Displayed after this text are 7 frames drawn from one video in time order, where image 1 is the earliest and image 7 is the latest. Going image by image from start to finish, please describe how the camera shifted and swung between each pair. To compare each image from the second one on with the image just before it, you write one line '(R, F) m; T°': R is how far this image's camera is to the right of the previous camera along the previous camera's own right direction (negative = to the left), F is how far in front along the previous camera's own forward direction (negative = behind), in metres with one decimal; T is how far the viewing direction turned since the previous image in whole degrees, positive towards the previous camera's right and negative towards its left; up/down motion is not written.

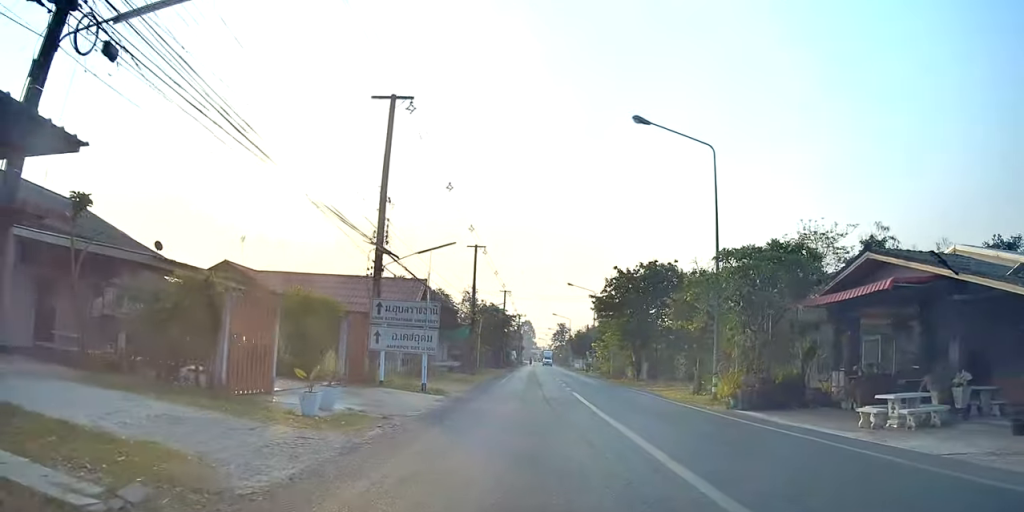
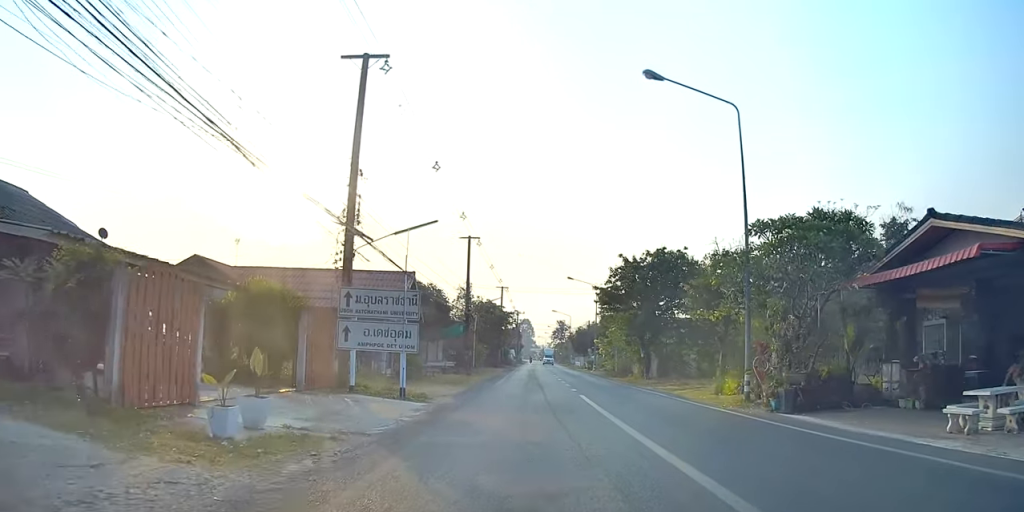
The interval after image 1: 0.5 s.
(+0.2, +3.3) m; +3°
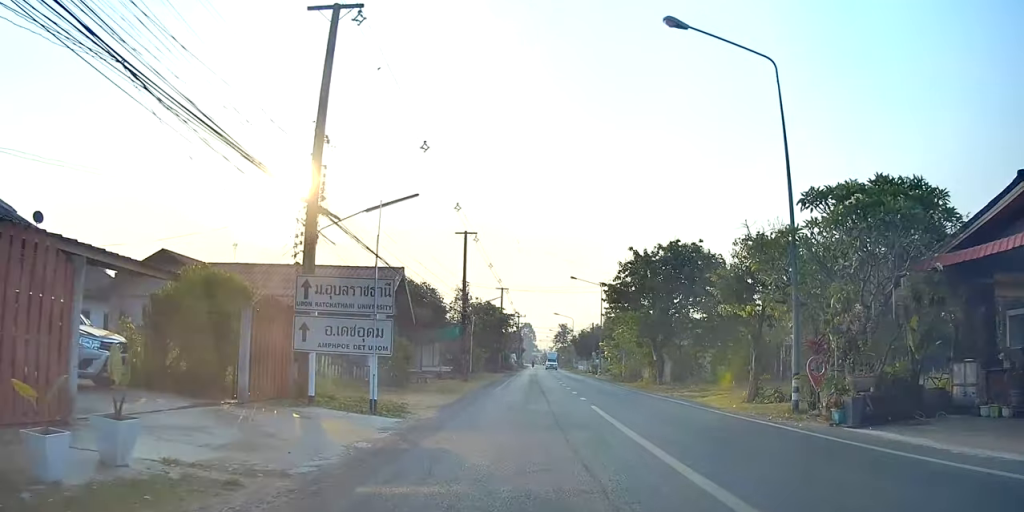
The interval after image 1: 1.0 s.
(+0.1, +3.2) m; +1°
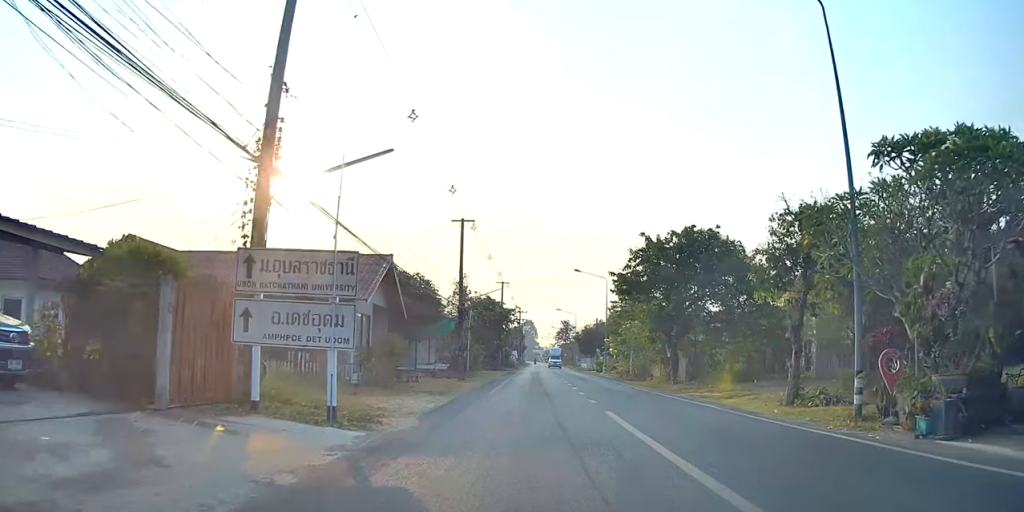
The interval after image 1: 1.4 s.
(0.0, +2.8) m; 0°
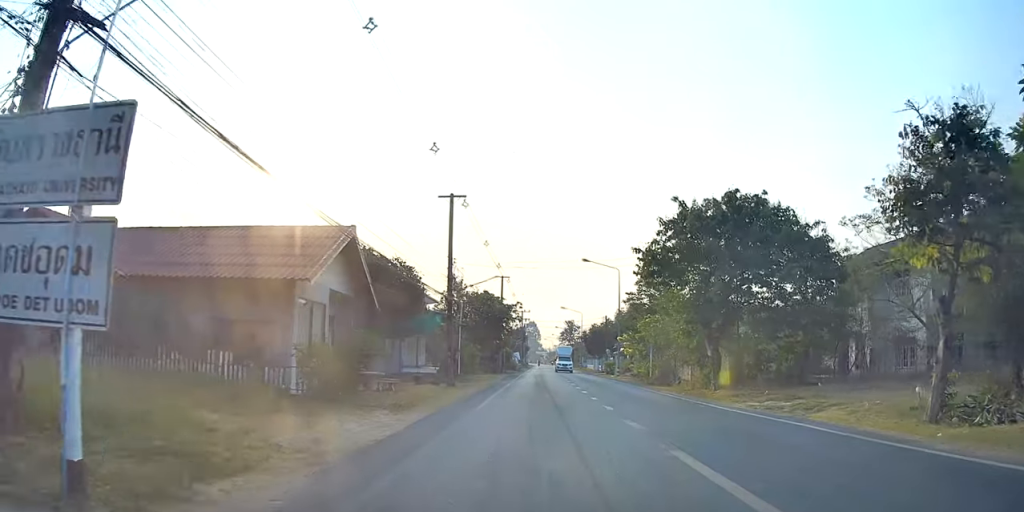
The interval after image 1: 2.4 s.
(0.0, +6.4) m; 0°
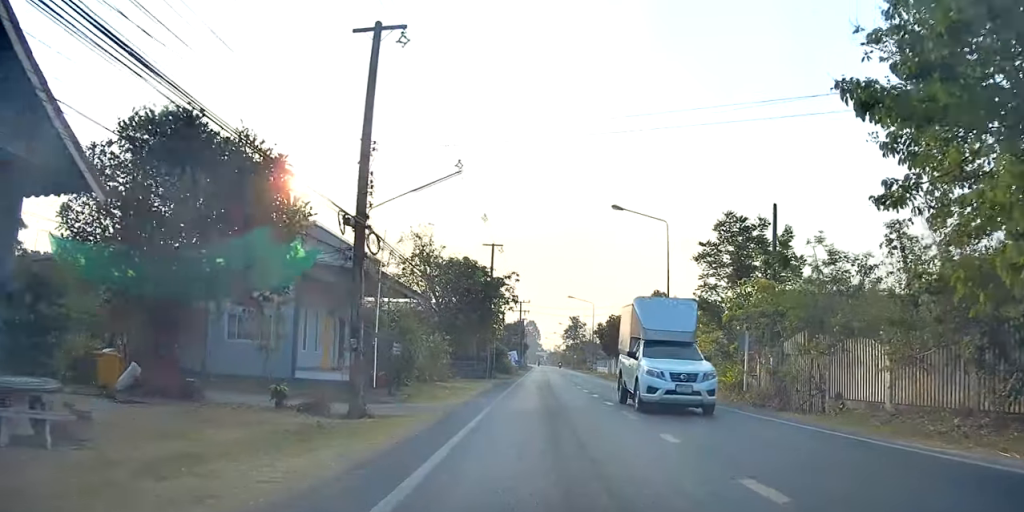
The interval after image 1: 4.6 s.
(+0.5, +16.9) m; +2°
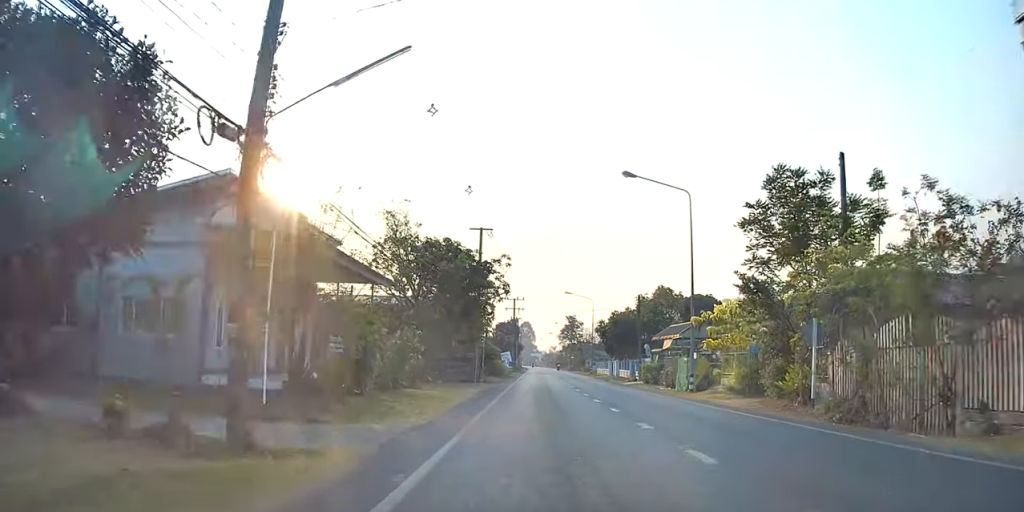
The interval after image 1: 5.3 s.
(-0.1, +5.8) m; 0°
